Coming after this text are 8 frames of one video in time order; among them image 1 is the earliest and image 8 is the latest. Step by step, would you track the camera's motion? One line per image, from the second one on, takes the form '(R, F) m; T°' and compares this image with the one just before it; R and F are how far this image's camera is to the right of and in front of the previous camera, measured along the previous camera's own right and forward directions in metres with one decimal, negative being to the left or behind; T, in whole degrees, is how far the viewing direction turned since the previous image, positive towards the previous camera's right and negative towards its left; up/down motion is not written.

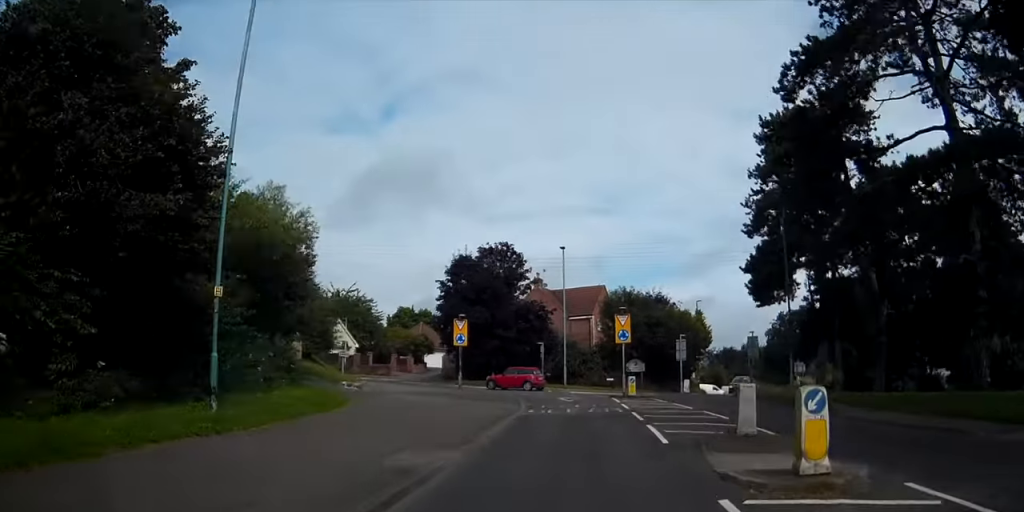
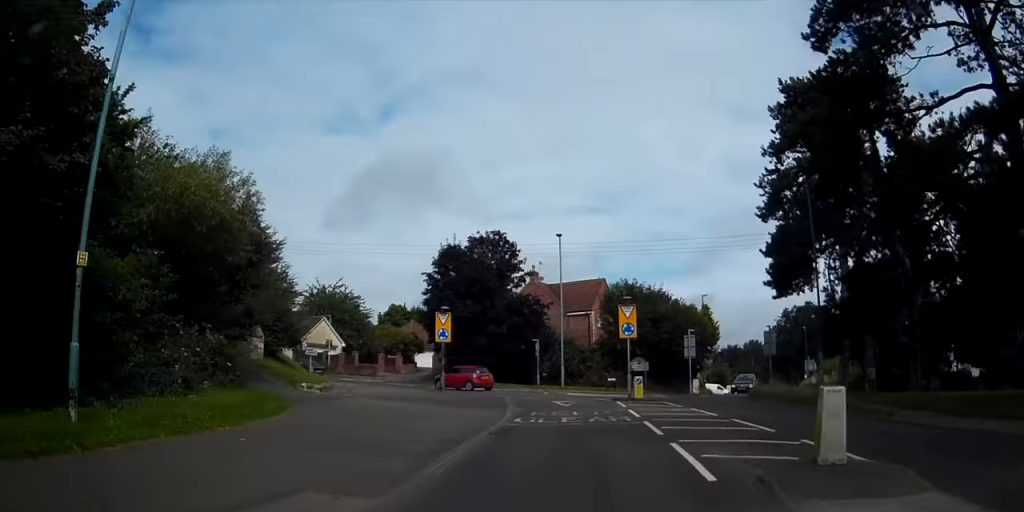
(0.0, +4.8) m; -1°
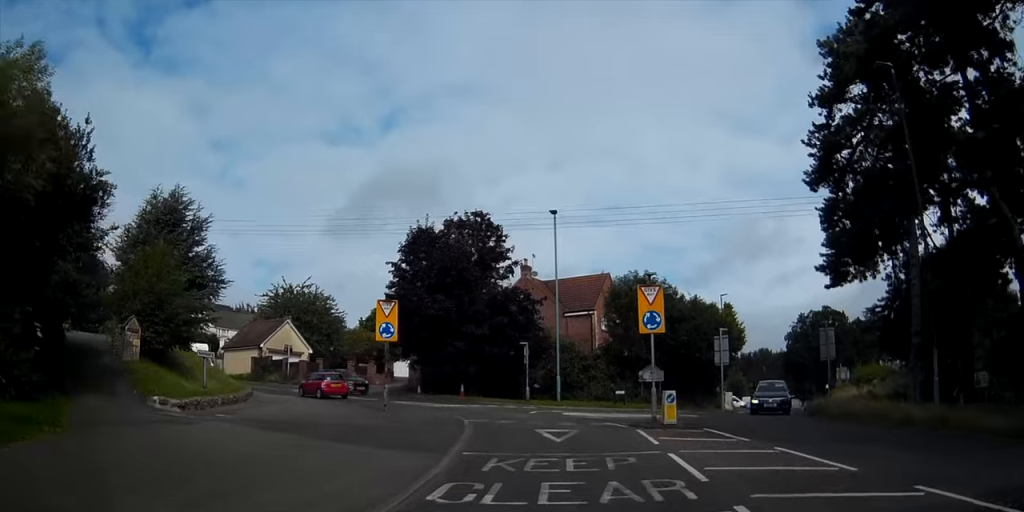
(-0.1, +10.1) m; -1°
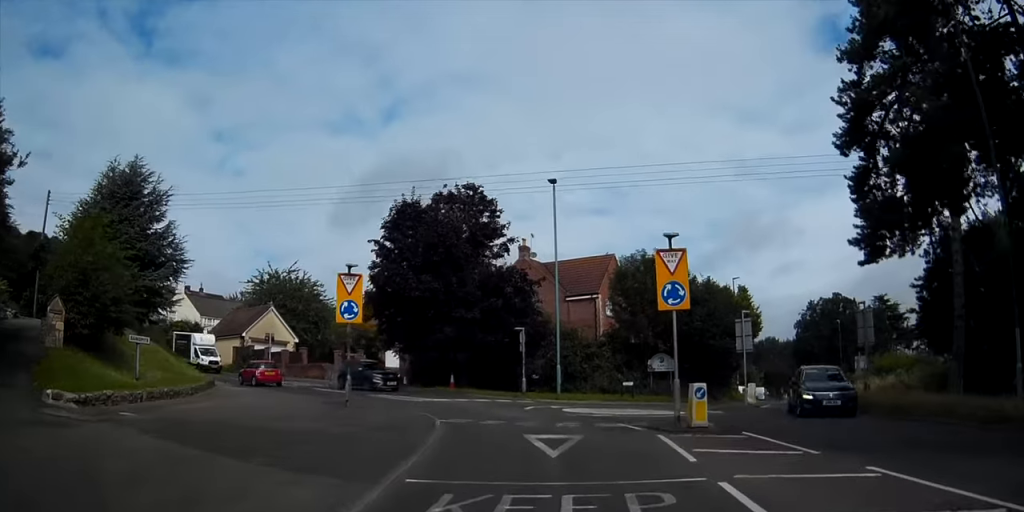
(0.0, +4.1) m; -1°
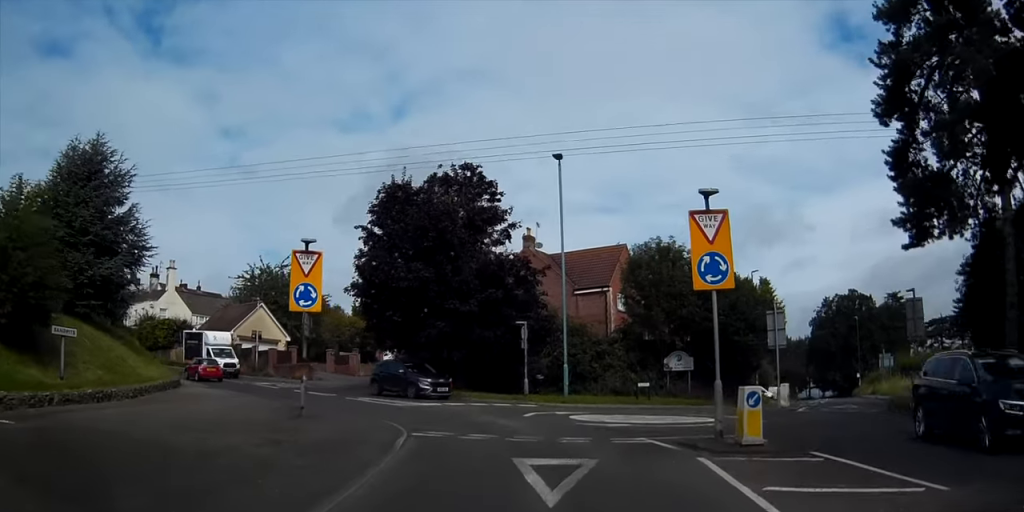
(0.0, +4.0) m; -2°
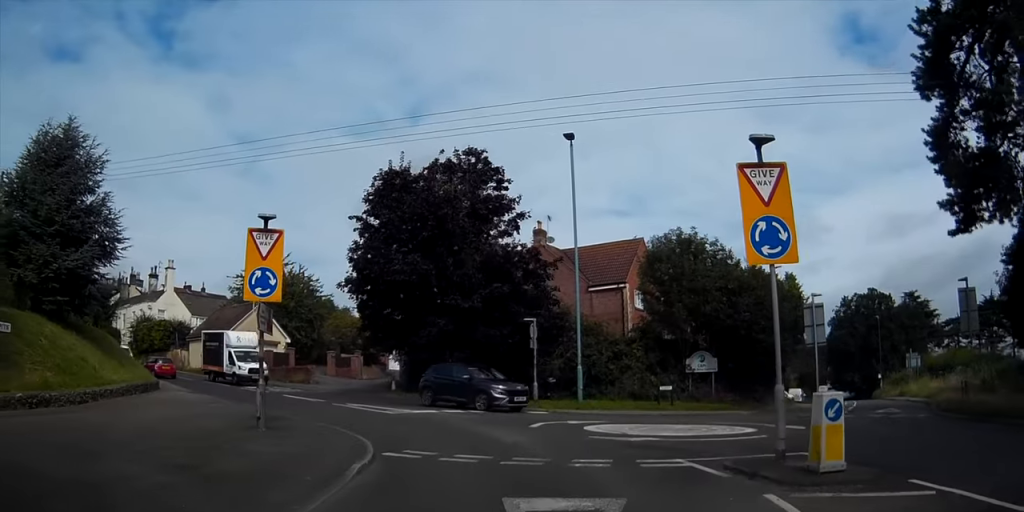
(-0.1, +3.3) m; -2°
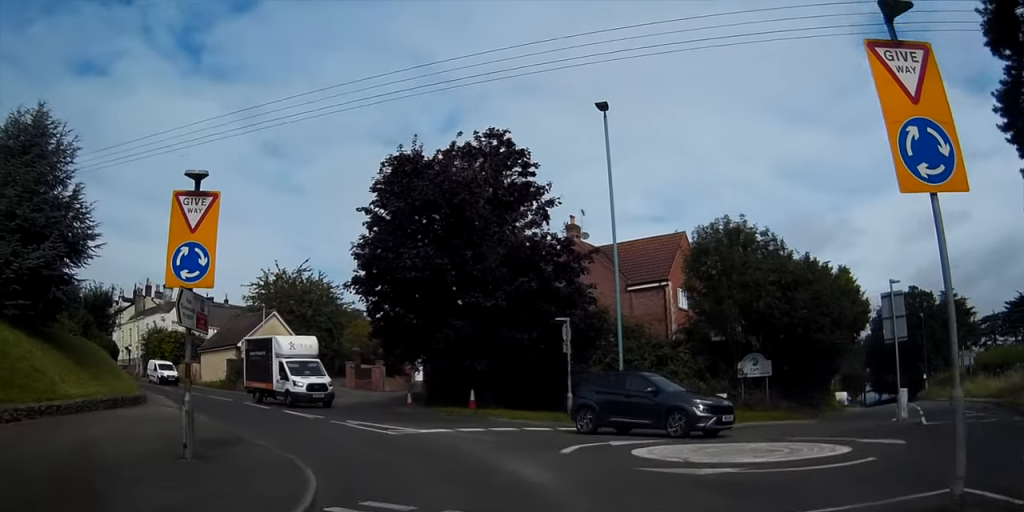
(-0.1, +4.3) m; -5°
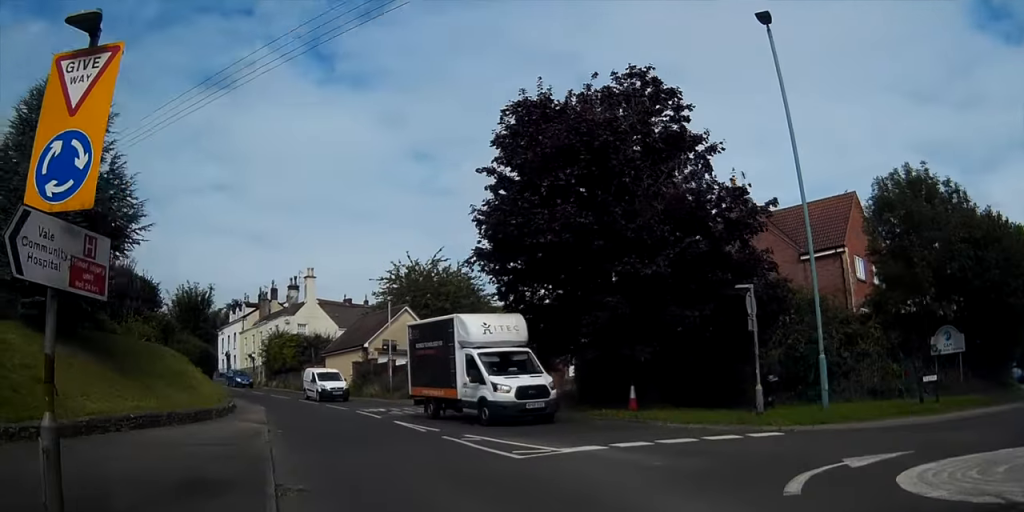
(-0.6, +5.7) m; -13°
